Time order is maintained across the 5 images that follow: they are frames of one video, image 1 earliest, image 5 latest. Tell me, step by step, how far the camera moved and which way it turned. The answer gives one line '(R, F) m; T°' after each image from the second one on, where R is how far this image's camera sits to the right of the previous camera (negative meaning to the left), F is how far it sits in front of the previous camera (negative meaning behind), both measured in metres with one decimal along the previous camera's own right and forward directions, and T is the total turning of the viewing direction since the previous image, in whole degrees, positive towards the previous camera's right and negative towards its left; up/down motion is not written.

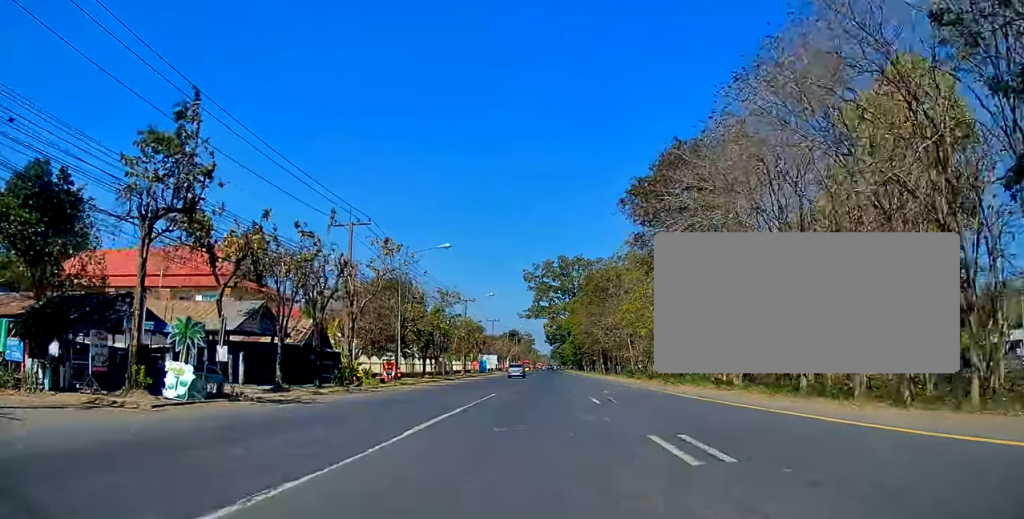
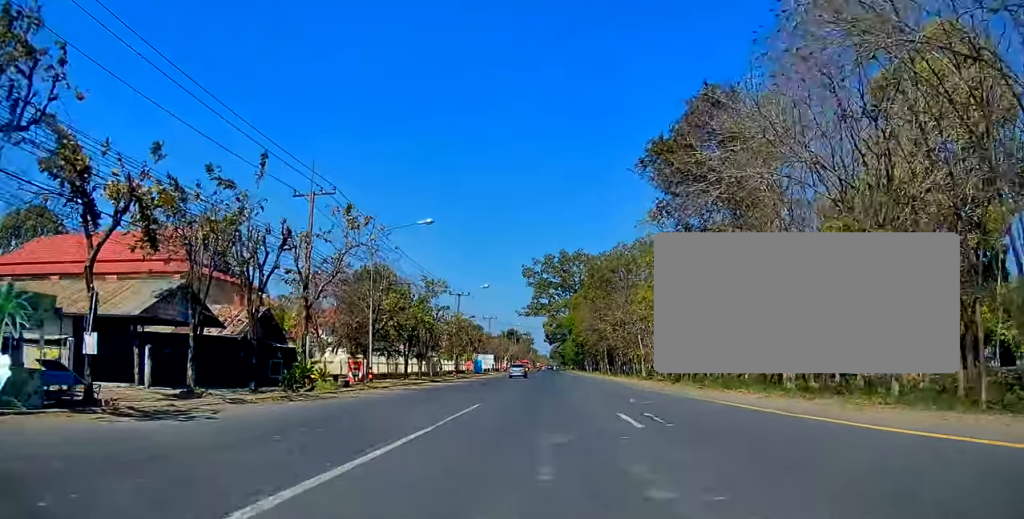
(-0.1, +7.1) m; -1°
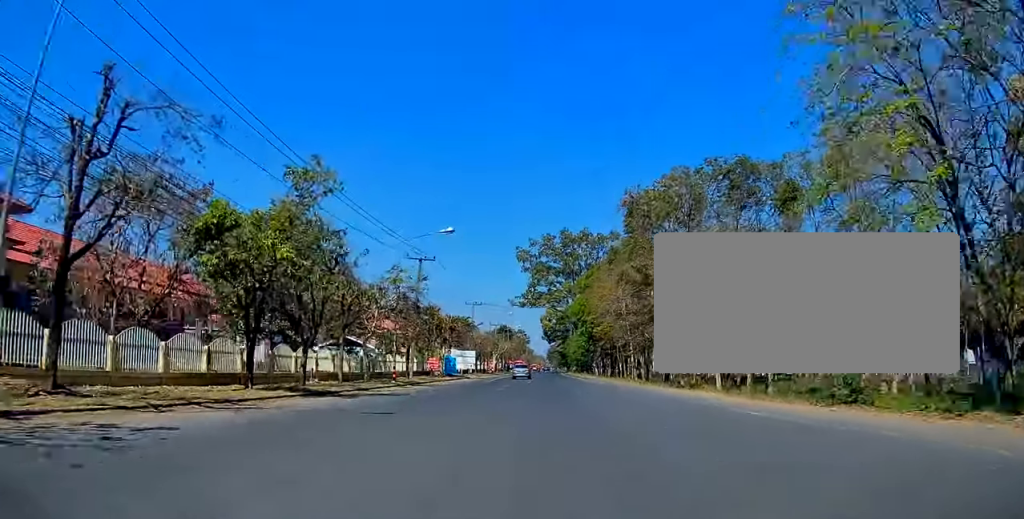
(+0.9, +27.7) m; +4°
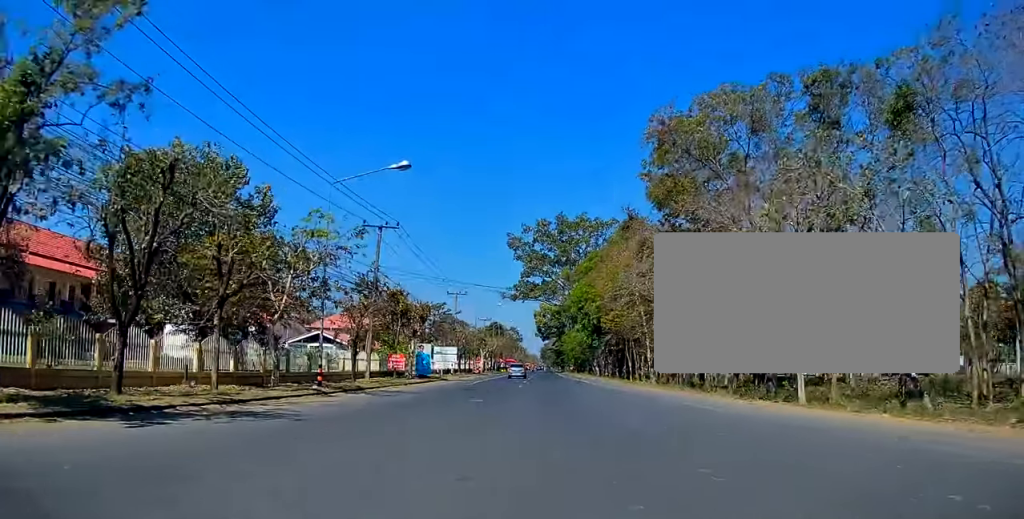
(+0.2, +13.0) m; +1°
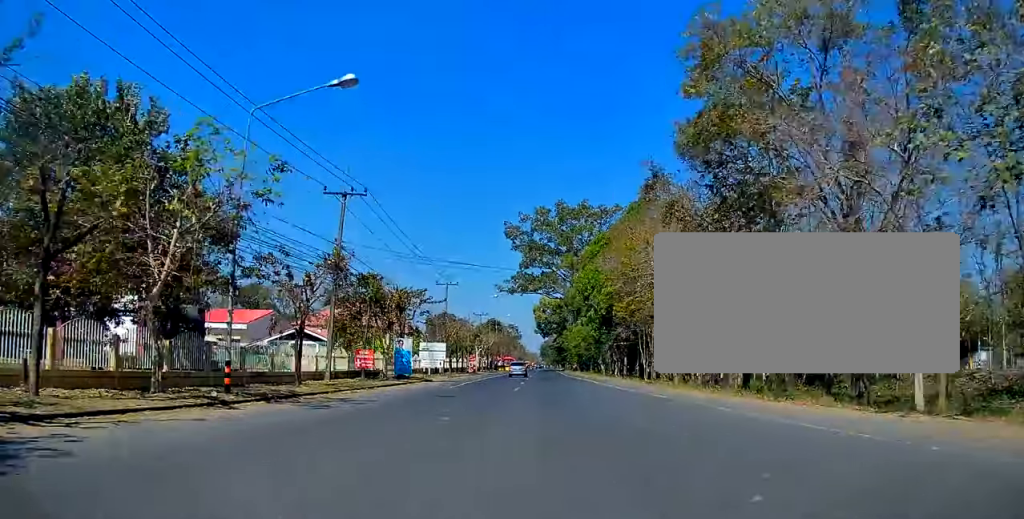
(+0.1, +8.3) m; 0°
